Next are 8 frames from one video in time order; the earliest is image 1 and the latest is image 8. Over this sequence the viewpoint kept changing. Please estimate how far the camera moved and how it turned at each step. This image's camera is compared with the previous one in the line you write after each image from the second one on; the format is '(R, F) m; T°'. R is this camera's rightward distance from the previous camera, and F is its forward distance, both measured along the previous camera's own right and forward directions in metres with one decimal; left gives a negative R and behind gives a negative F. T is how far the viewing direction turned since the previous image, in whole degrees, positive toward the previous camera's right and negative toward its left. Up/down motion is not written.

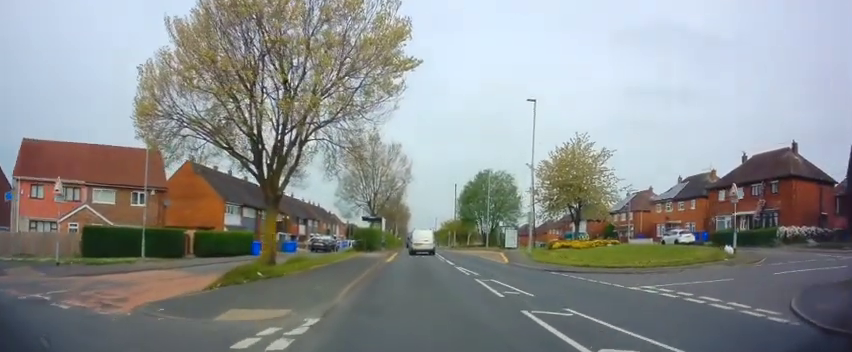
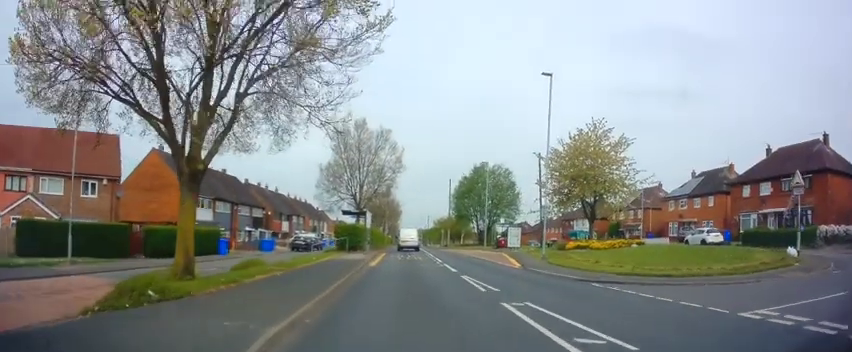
(-0.1, +5.6) m; +2°
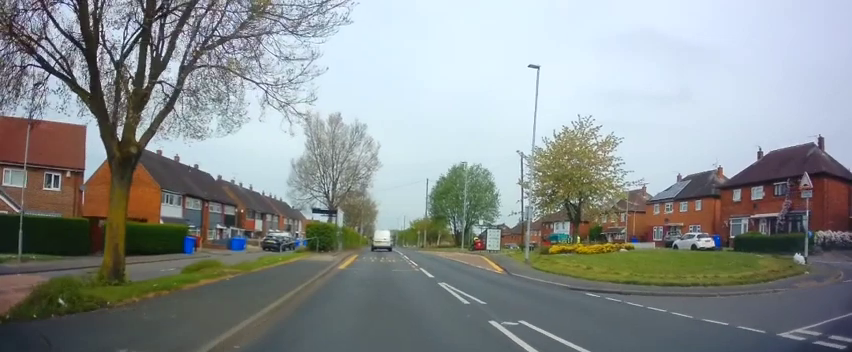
(-0.2, +2.1) m; +3°
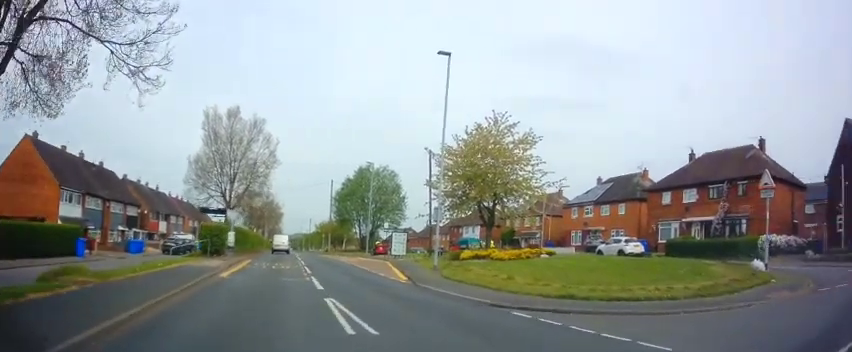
(+0.4, +2.5) m; +15°
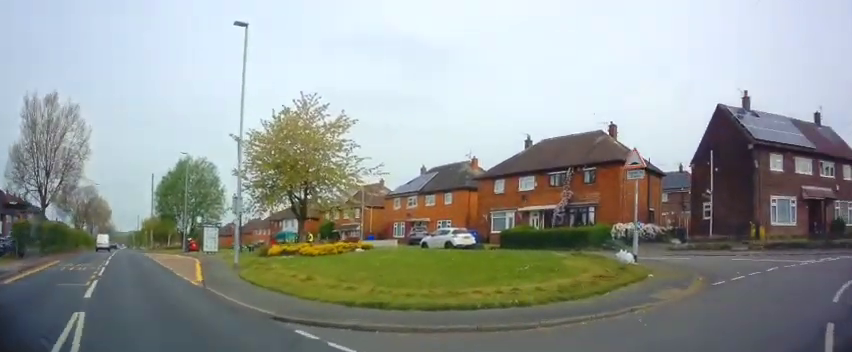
(+0.4, +2.5) m; +23°
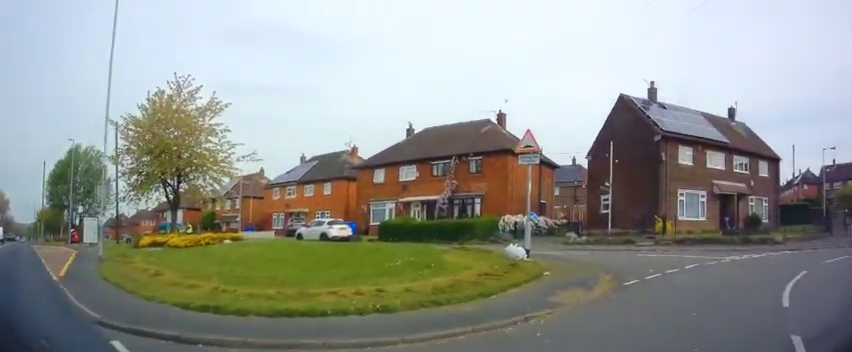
(+0.1, +1.3) m; +15°
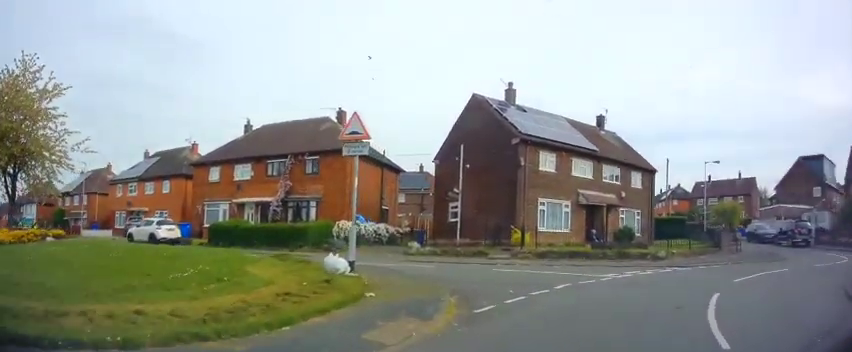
(+0.4, +1.9) m; +16°
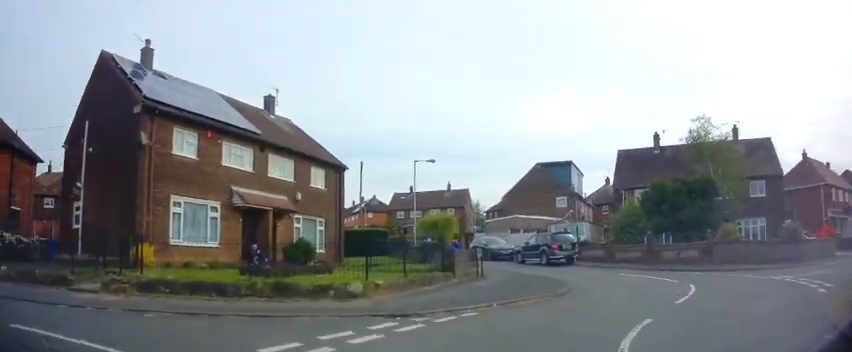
(+2.5, +7.3) m; +36°
